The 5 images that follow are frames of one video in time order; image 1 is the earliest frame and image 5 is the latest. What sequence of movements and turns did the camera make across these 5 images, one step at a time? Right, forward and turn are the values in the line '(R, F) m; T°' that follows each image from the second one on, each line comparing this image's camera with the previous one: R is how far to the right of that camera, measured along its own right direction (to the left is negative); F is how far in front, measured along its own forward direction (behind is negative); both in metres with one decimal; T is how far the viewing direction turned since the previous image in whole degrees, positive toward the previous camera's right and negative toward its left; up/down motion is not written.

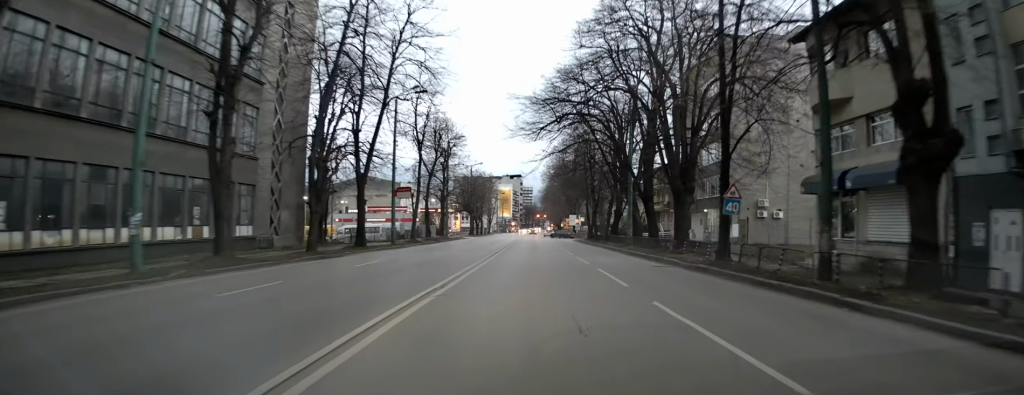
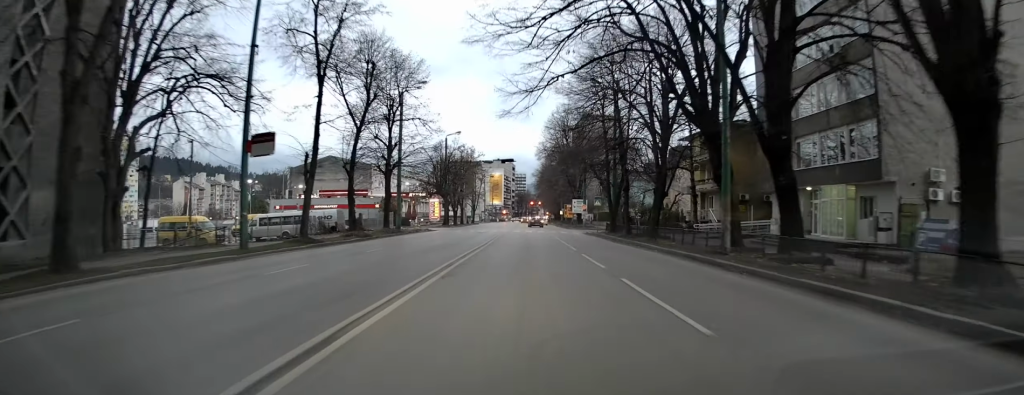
(+0.6, +23.9) m; +2°
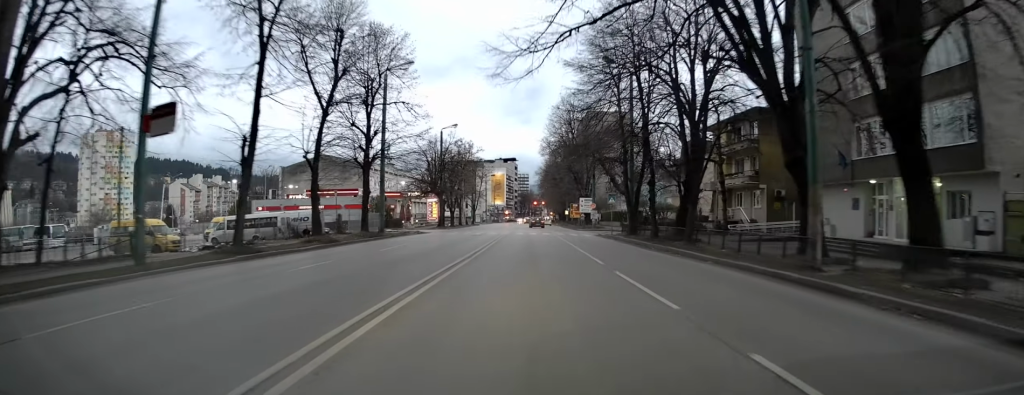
(0.0, +7.2) m; 0°
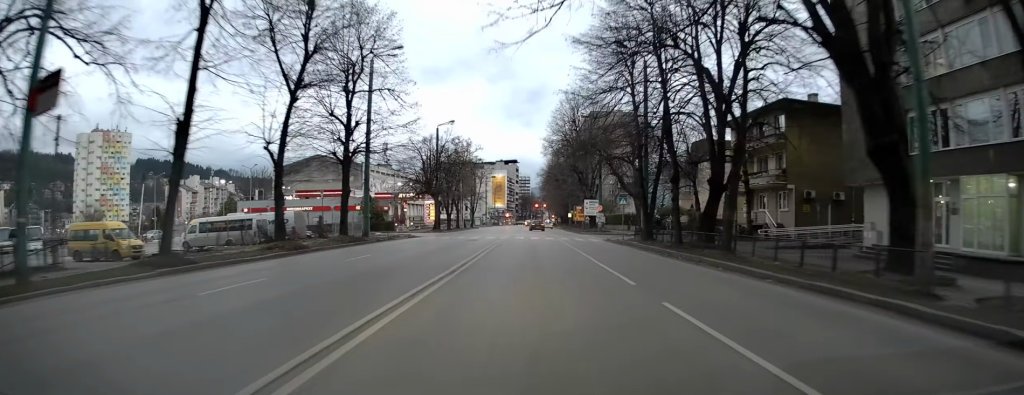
(-0.1, +4.9) m; 0°
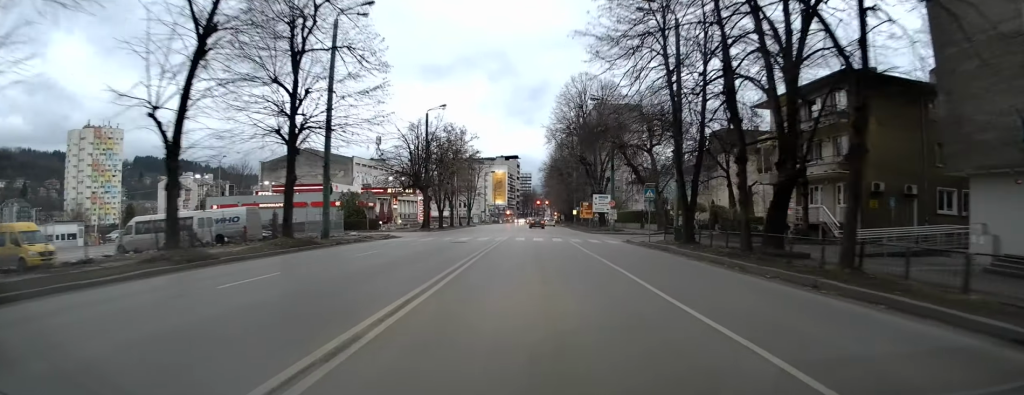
(0.0, +8.8) m; 0°
